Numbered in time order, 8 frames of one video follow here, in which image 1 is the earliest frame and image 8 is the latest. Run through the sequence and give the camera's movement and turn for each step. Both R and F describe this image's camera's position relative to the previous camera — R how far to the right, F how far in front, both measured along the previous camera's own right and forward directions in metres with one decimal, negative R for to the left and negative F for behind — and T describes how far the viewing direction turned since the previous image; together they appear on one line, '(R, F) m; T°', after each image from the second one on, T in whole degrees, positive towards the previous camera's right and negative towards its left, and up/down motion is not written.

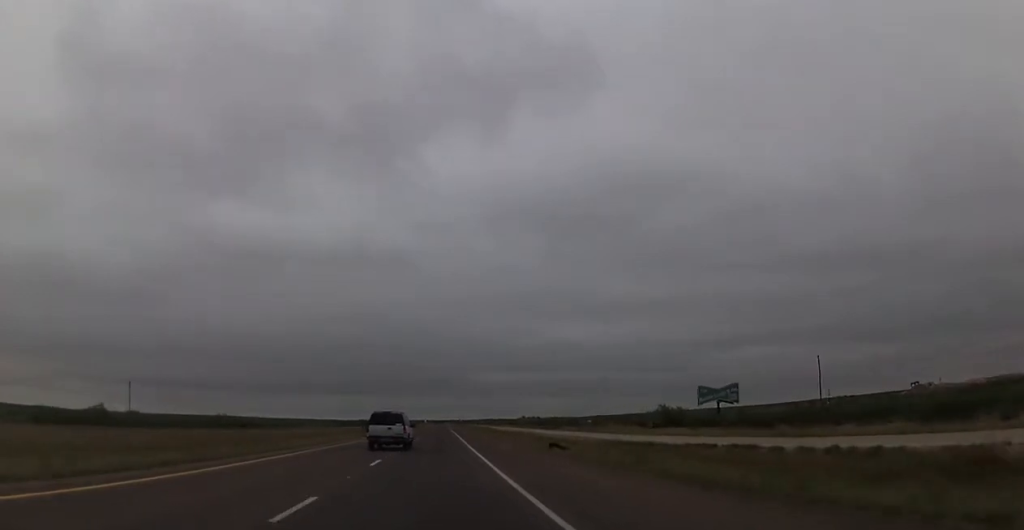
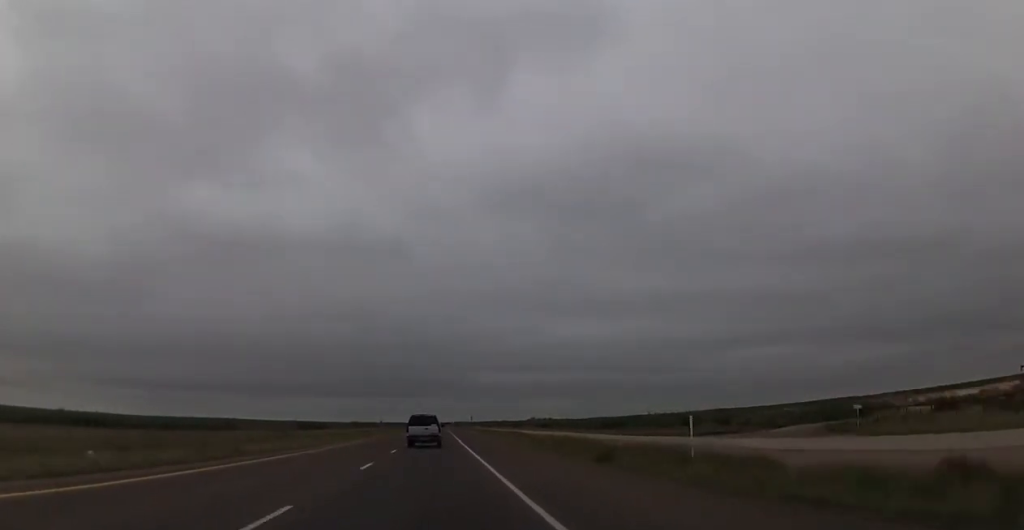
(-1.0, +98.1) m; -1°
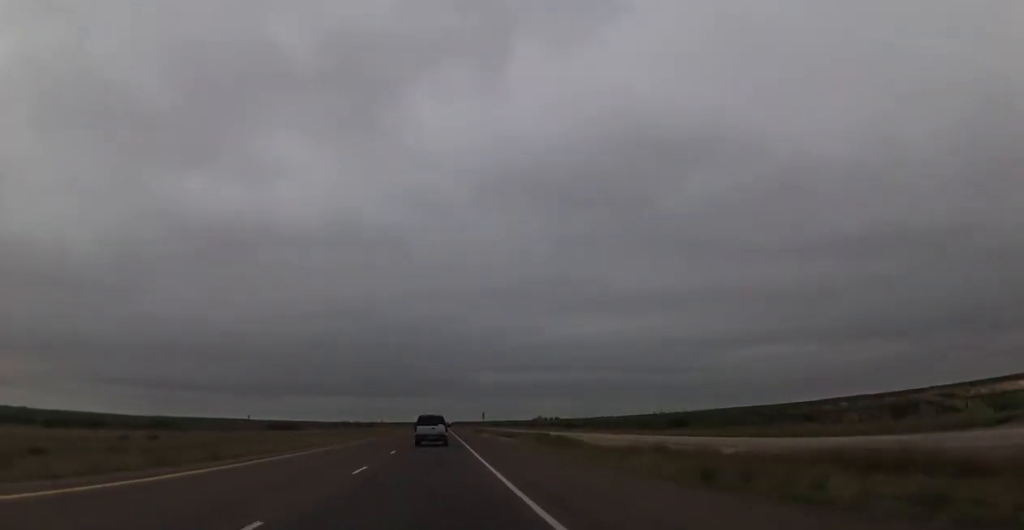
(+0.1, +38.1) m; +1°
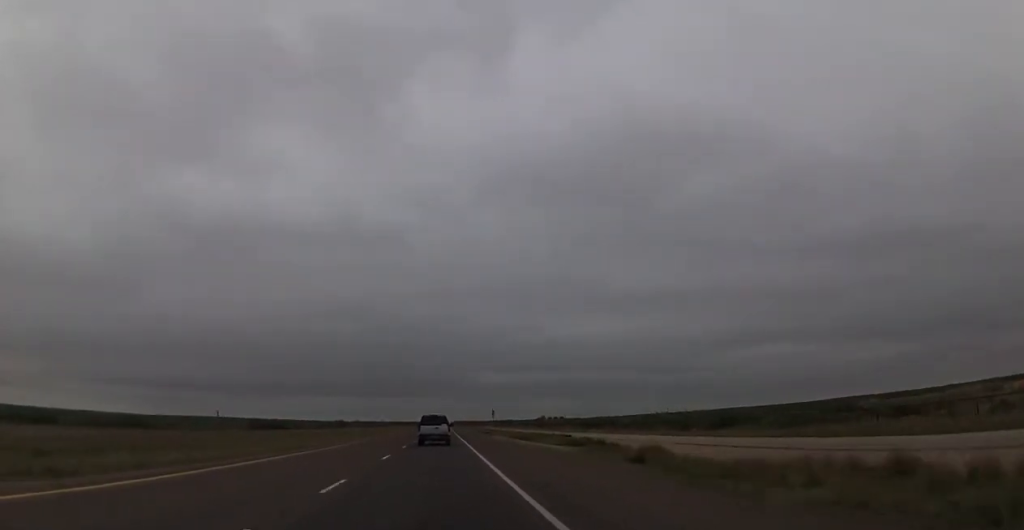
(0.0, +17.2) m; 0°
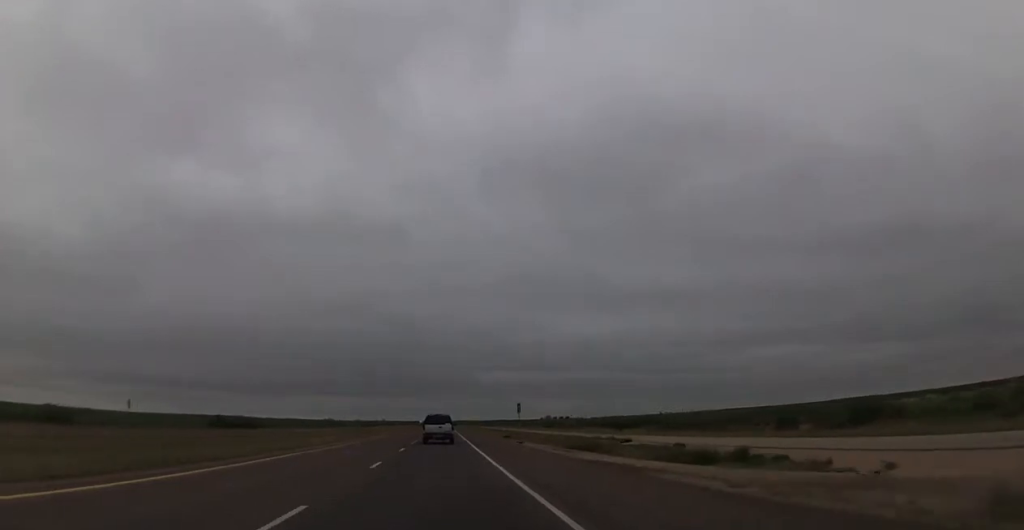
(+0.3, +29.4) m; 0°
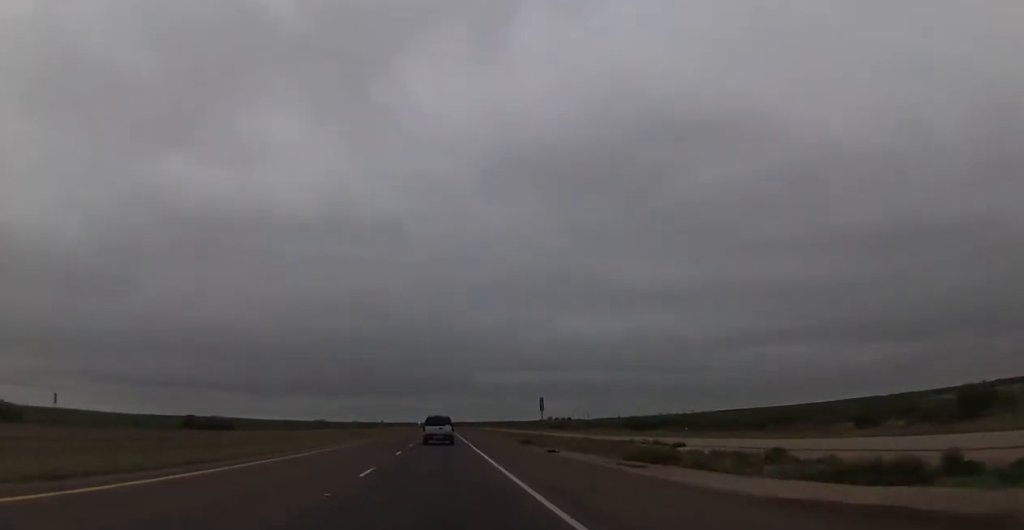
(-0.1, +14.7) m; 0°
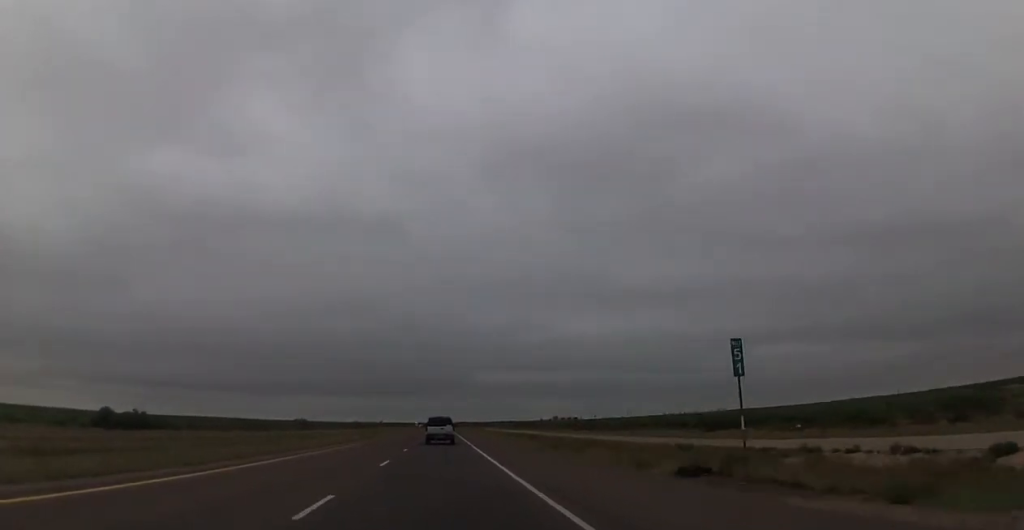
(-0.3, +32.0) m; -1°
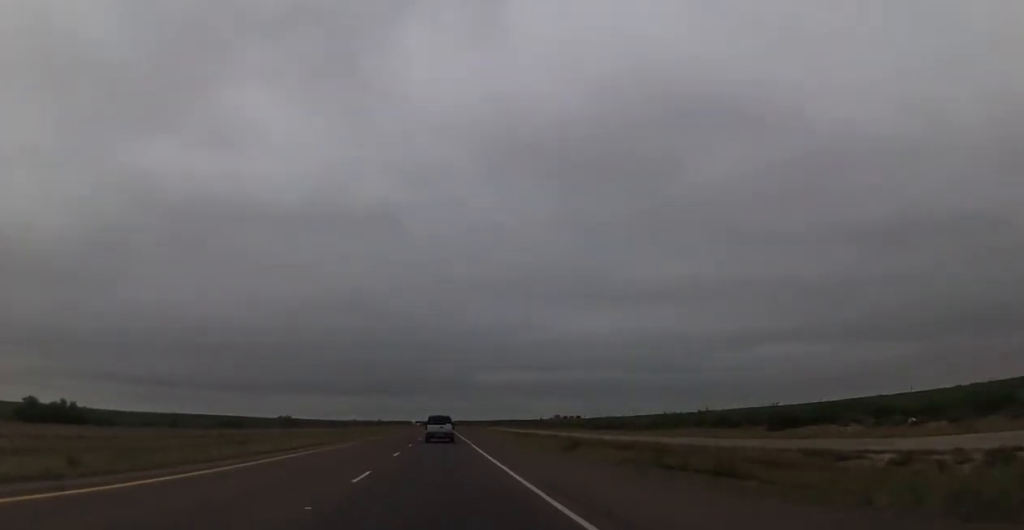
(-0.2, +18.4) m; 0°
